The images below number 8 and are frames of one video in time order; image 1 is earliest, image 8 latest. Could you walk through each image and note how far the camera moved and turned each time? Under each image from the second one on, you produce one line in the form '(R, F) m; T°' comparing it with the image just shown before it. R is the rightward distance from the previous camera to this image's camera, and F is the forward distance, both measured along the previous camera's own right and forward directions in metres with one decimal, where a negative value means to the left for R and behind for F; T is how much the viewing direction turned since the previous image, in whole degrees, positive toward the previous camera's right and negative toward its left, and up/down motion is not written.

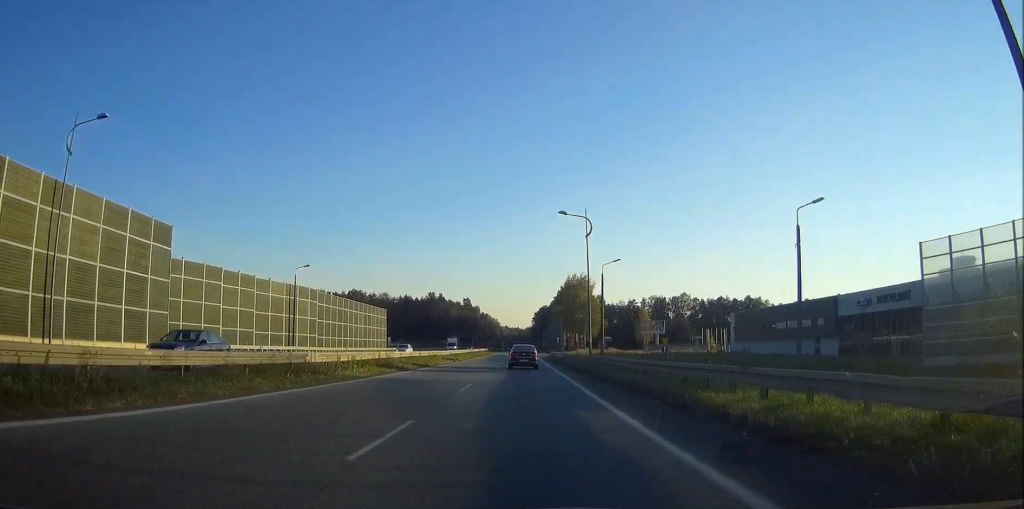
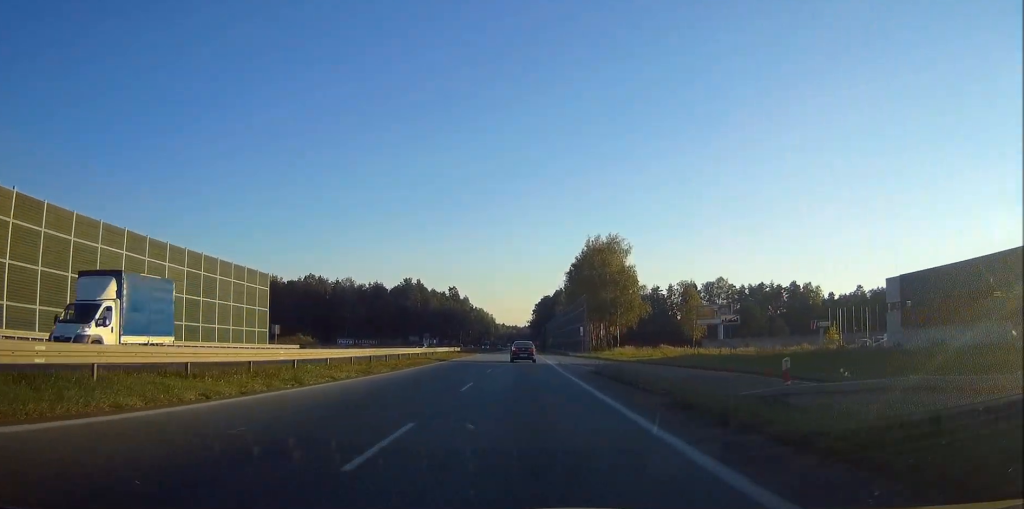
(0.0, +59.1) m; 0°
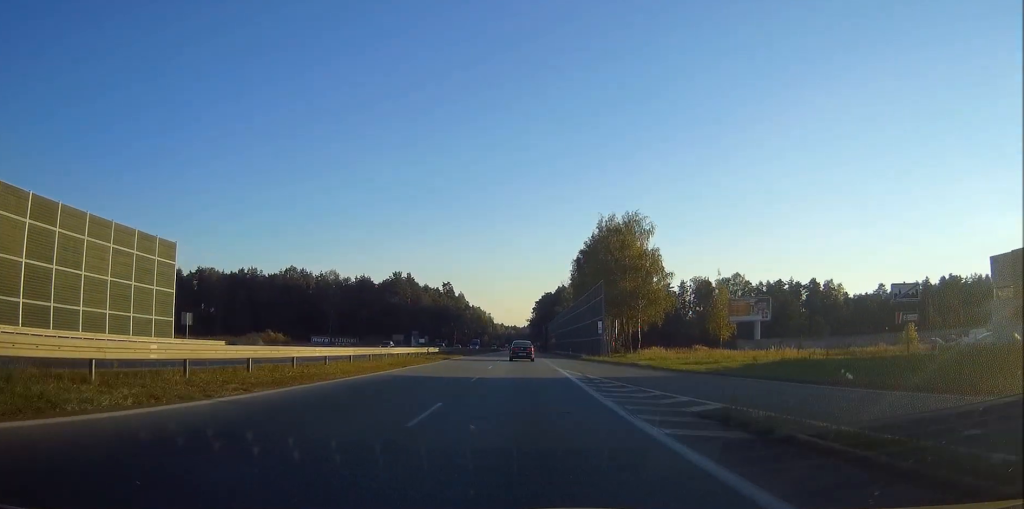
(0.0, +20.0) m; 0°
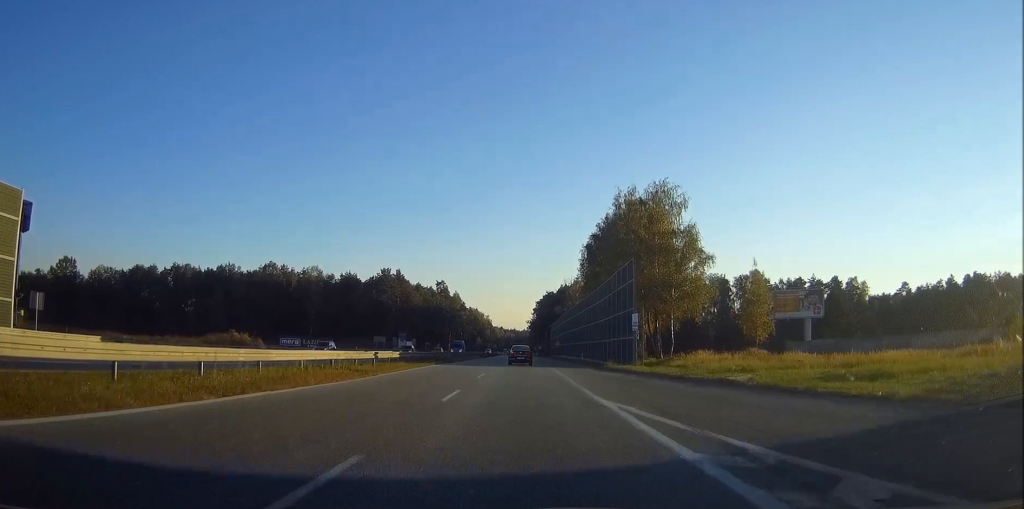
(0.0, +19.2) m; 0°
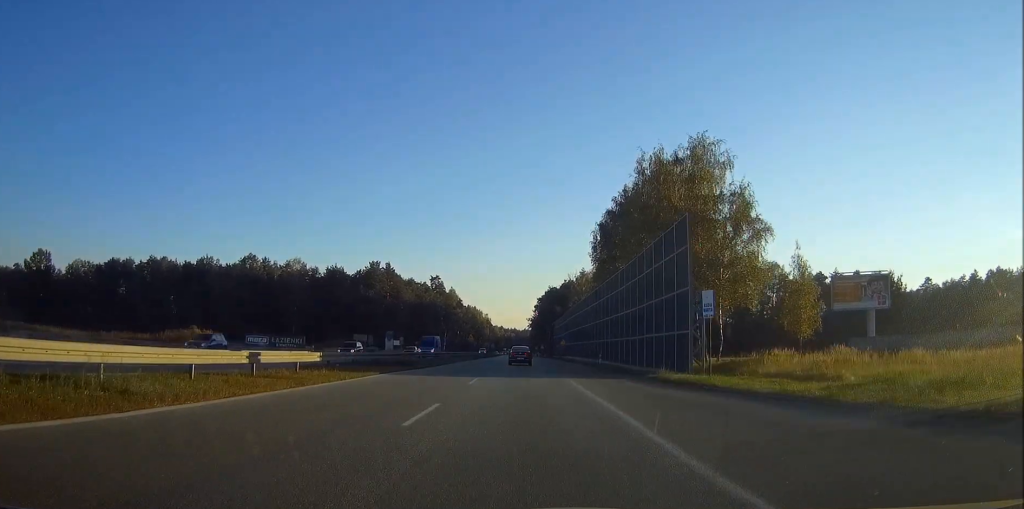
(0.0, +16.6) m; 0°
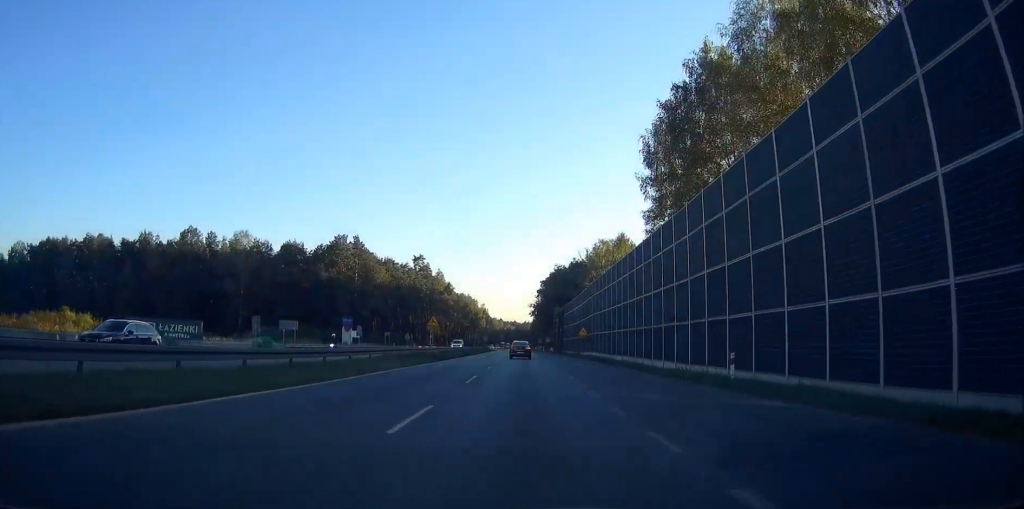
(+0.1, +36.9) m; 0°
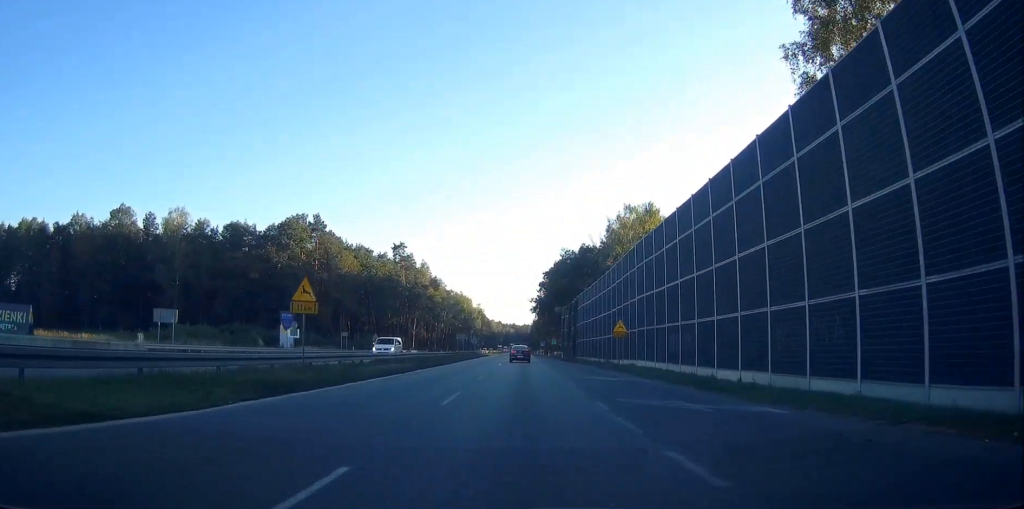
(0.0, +29.9) m; 0°
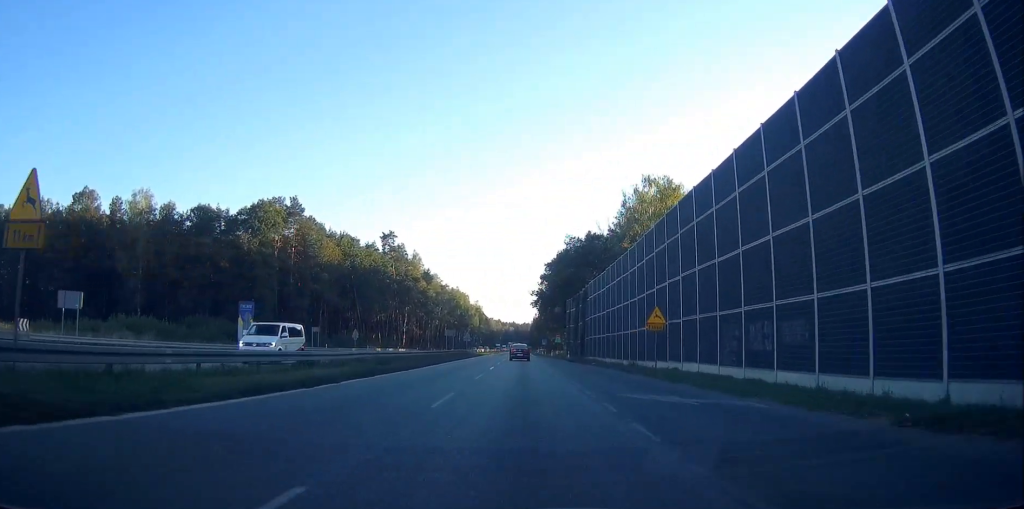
(0.0, +13.2) m; 0°
